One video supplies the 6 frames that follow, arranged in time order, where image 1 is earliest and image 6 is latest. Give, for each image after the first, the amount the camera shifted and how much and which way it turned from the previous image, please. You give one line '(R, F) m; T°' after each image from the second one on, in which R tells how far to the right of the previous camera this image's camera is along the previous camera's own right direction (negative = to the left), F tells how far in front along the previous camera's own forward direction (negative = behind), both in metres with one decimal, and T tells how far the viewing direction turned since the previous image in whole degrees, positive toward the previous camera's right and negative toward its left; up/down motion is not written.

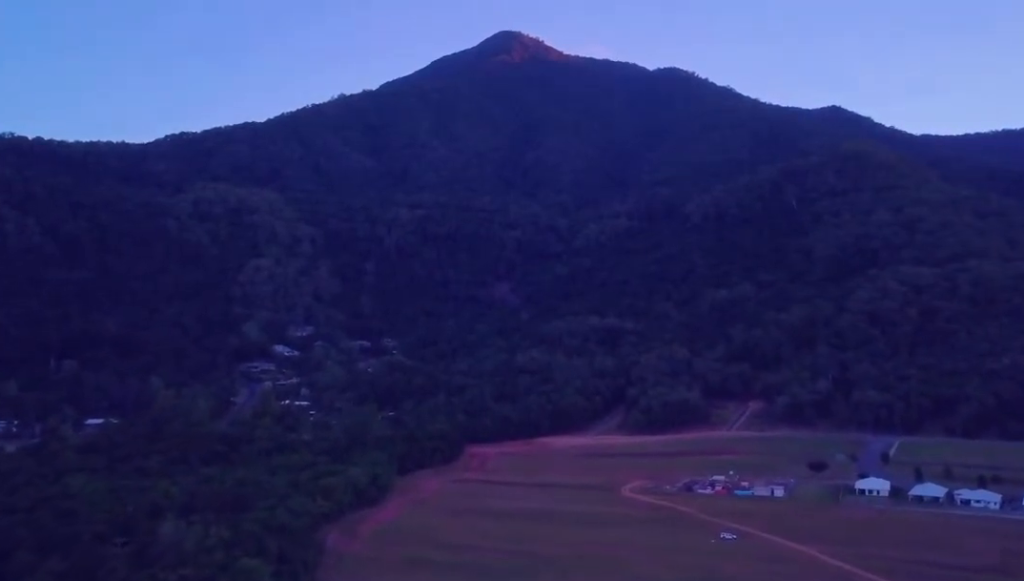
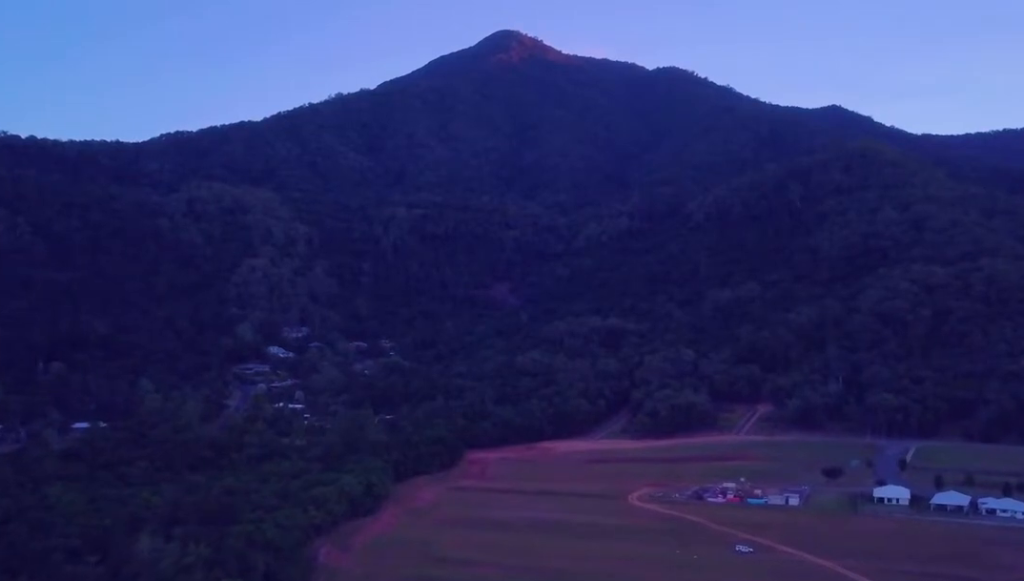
(0.0, +12.2) m; 0°
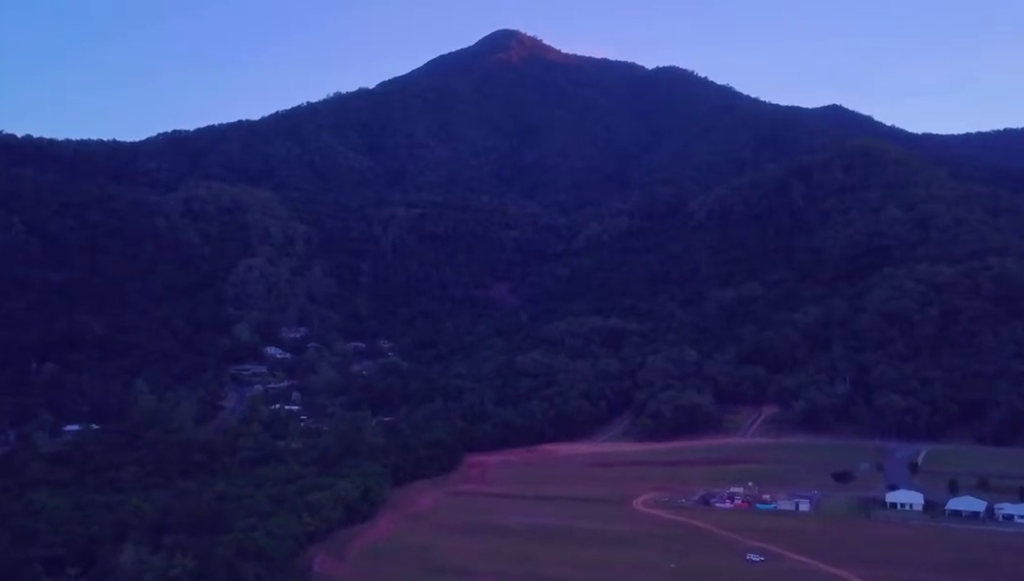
(0.0, +7.7) m; 0°
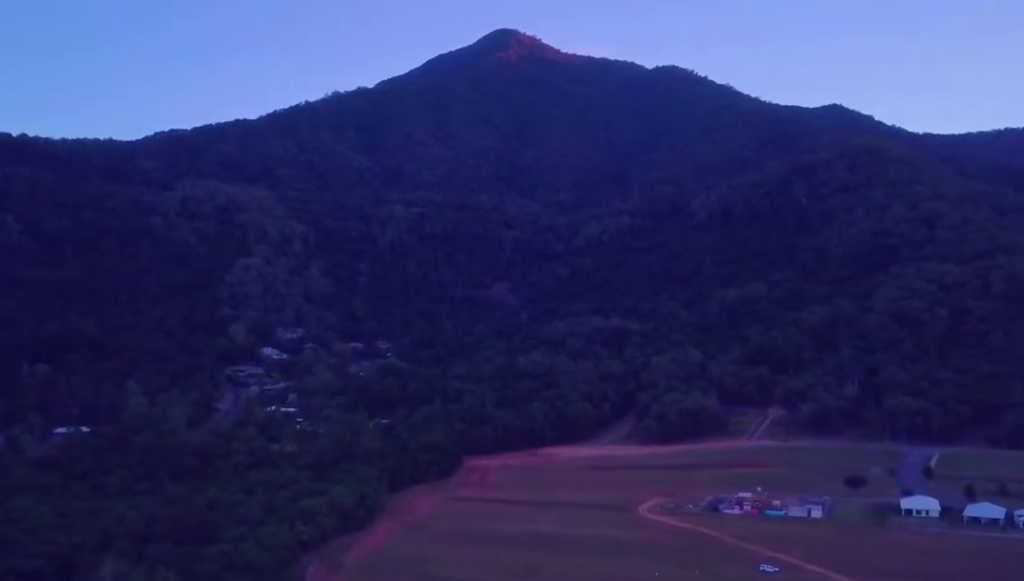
(0.0, +8.9) m; 0°
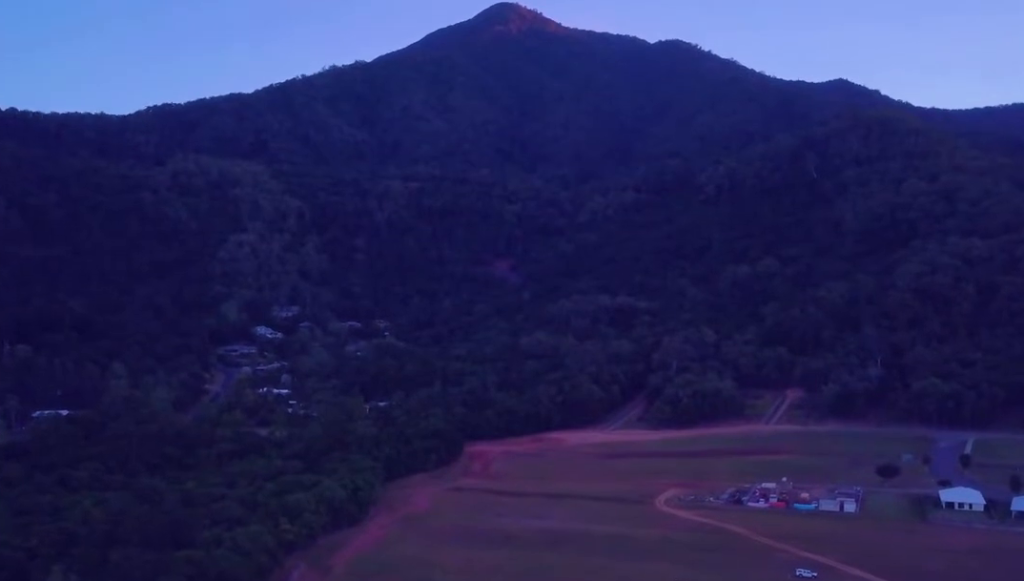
(0.0, +20.7) m; 0°
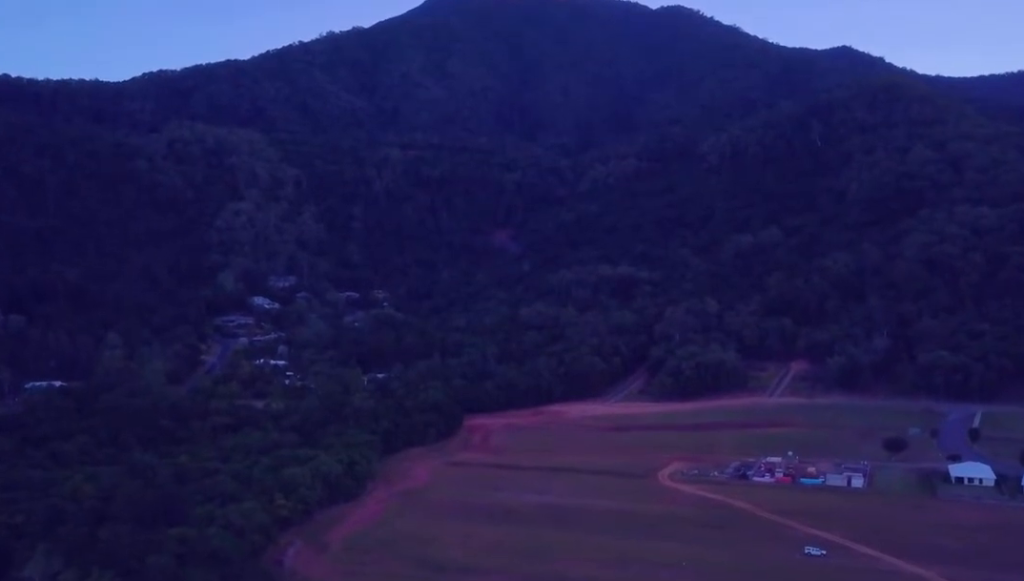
(0.0, +5.6) m; 0°
